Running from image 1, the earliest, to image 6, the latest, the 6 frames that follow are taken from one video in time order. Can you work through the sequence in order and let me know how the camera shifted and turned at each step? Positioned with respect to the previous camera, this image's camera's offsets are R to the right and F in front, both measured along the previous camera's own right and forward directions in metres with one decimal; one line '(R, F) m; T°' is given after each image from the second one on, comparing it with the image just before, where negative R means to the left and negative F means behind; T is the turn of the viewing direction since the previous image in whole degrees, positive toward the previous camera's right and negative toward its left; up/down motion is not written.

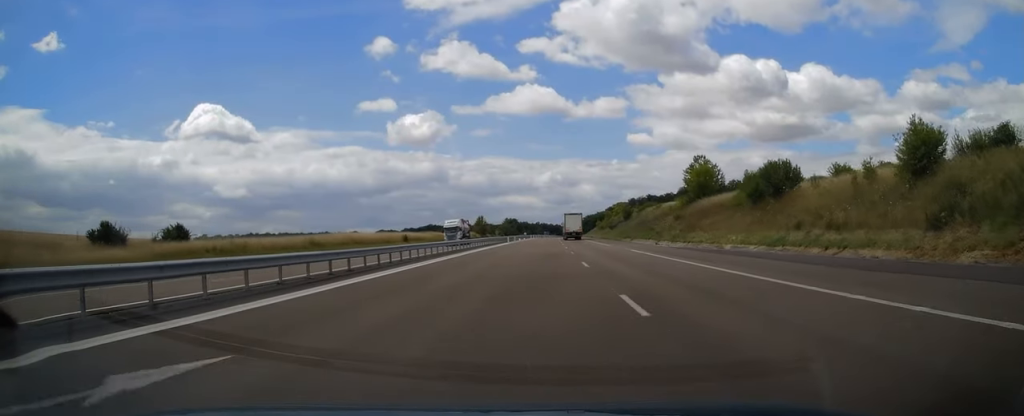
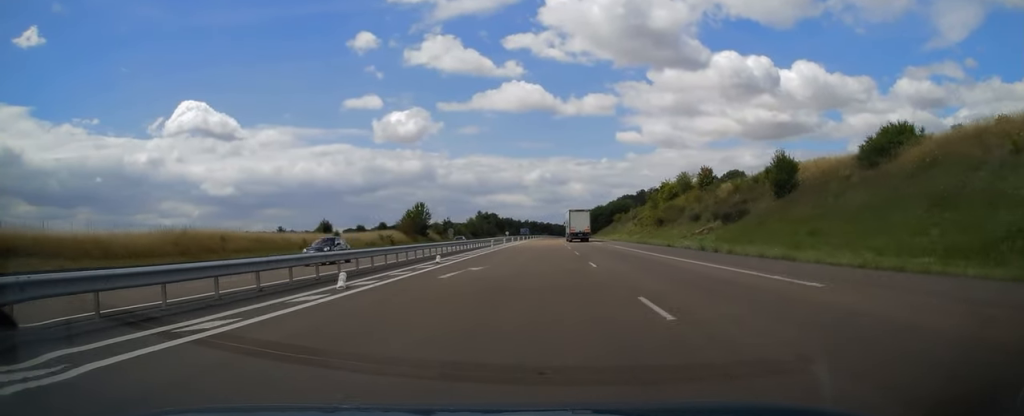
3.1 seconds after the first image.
(+0.8, +90.2) m; +1°
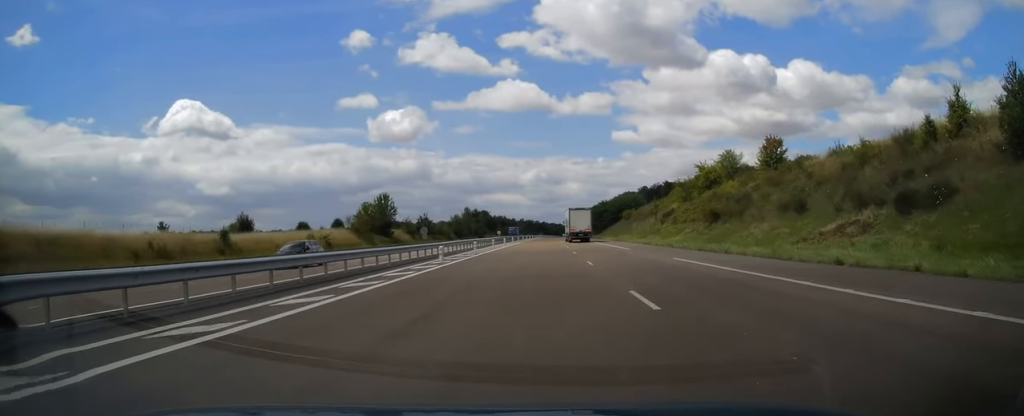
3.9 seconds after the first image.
(+0.1, +23.5) m; 0°
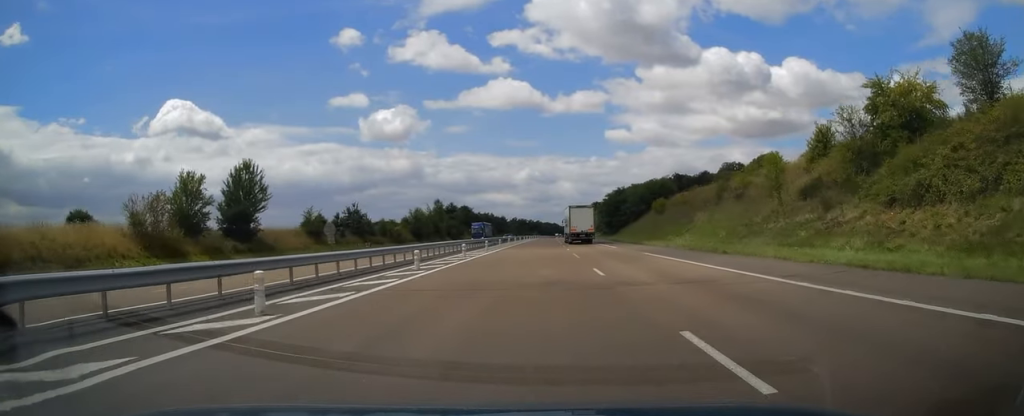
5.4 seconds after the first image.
(+0.2, +47.2) m; +1°
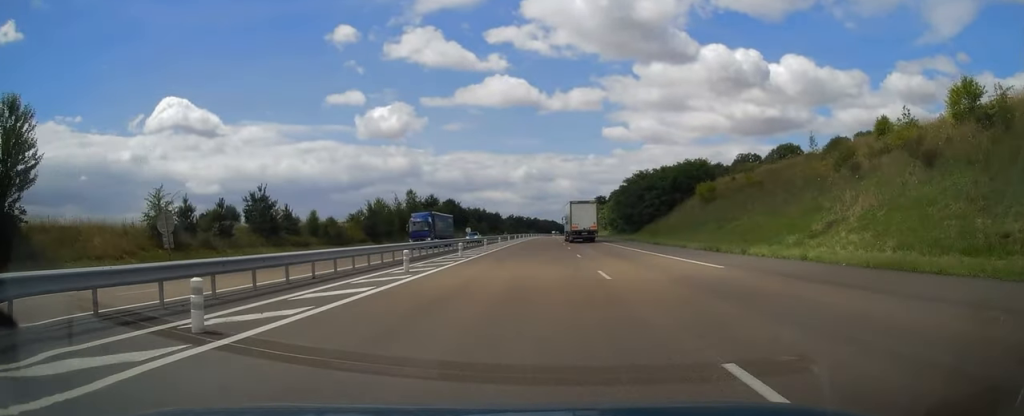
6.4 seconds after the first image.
(+0.2, +30.0) m; 0°
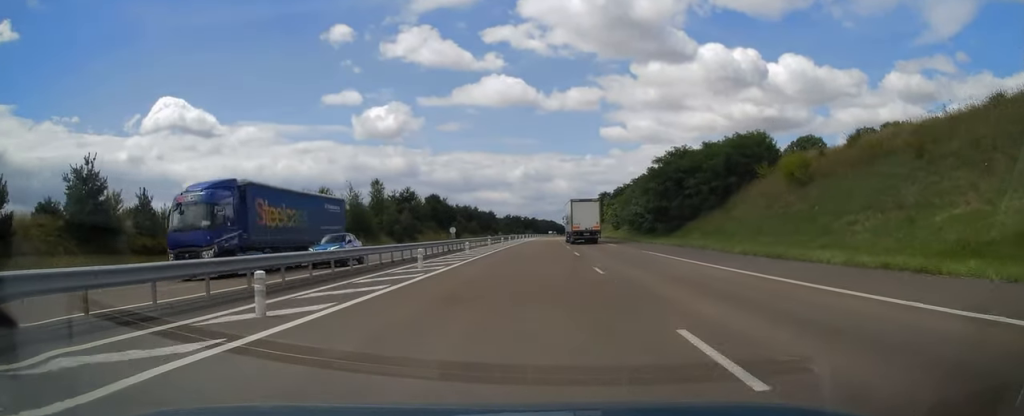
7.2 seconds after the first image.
(0.0, +25.2) m; 0°
